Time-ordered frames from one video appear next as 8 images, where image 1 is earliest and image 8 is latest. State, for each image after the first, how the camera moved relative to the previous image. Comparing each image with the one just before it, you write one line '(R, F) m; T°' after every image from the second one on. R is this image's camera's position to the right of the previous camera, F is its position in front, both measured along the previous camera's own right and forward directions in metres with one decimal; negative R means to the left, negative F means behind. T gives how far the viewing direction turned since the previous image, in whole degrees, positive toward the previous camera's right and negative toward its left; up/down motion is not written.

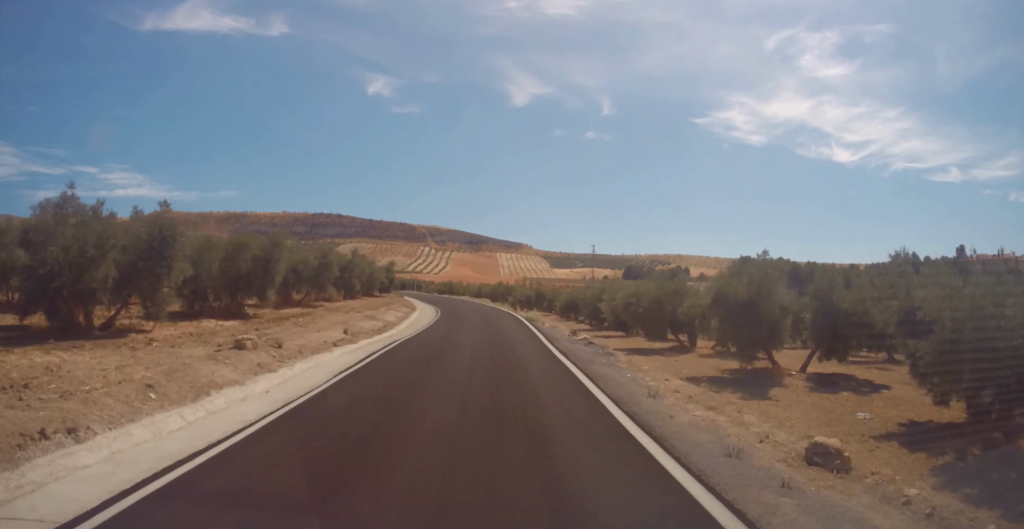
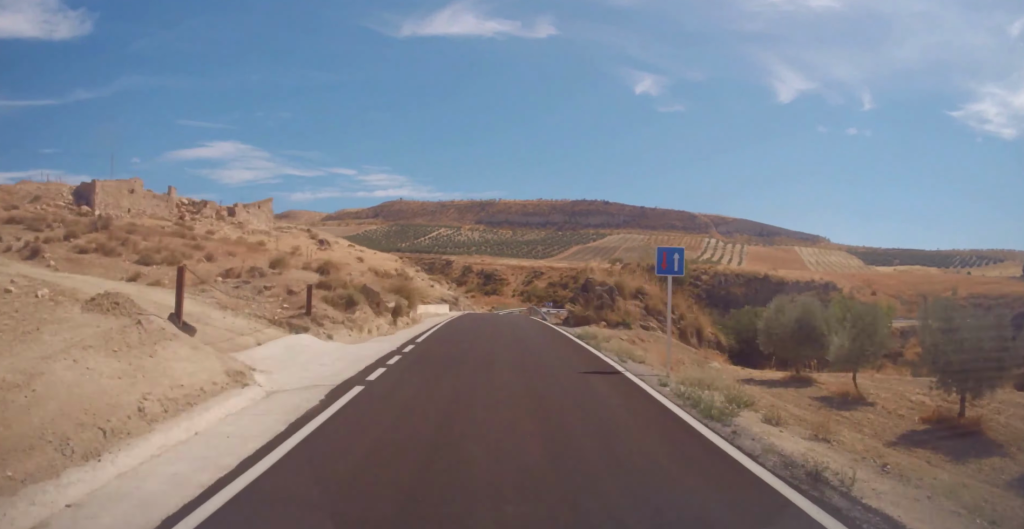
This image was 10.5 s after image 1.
(-17.4, +148.0) m; -1°
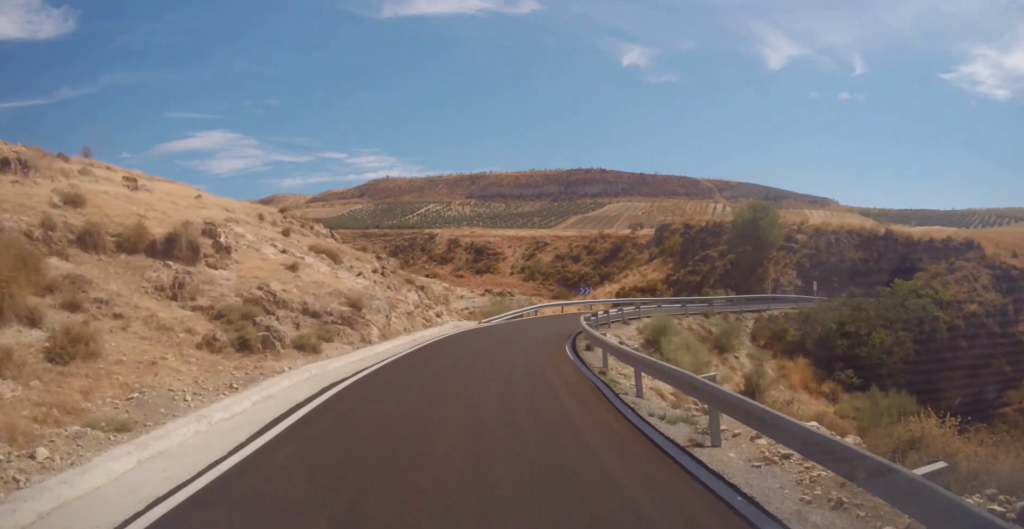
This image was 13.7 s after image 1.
(+2.0, +35.4) m; +24°
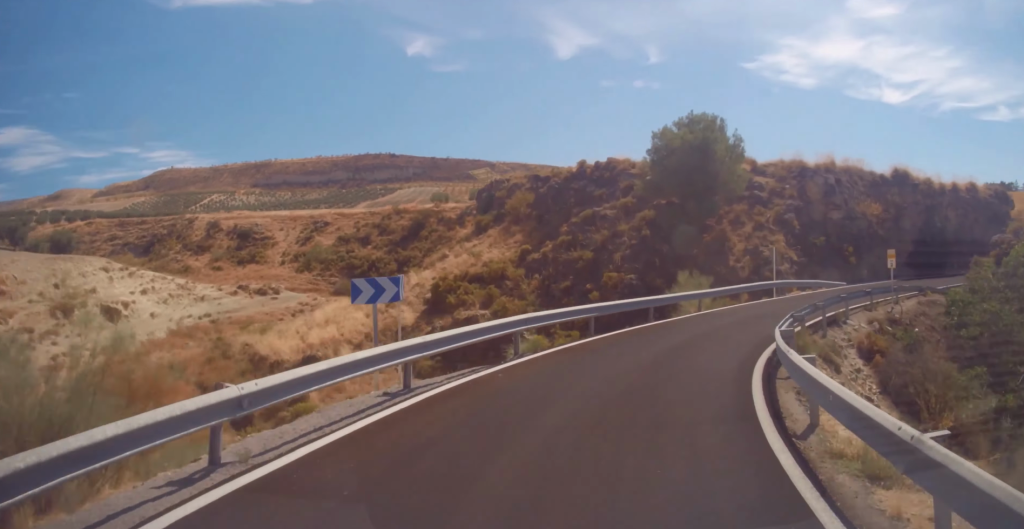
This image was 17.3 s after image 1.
(-9.1, +34.9) m; +27°
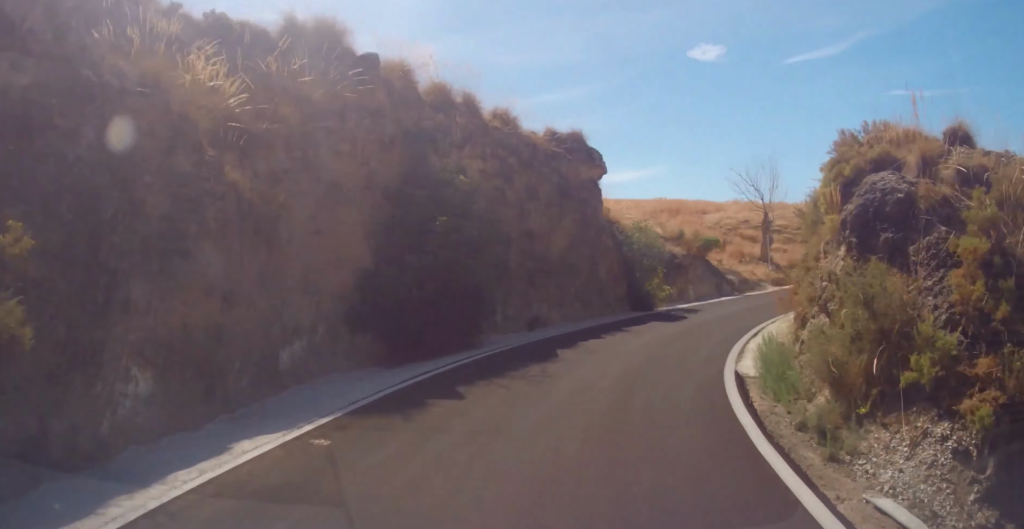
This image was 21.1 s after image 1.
(+29.8, +24.6) m; +27°
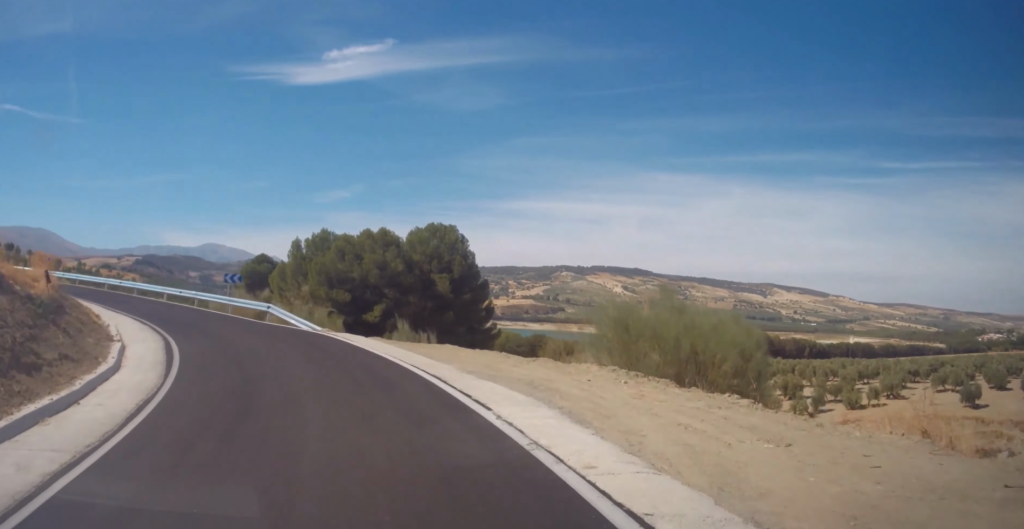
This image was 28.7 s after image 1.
(+22.5, +68.9) m; -14°
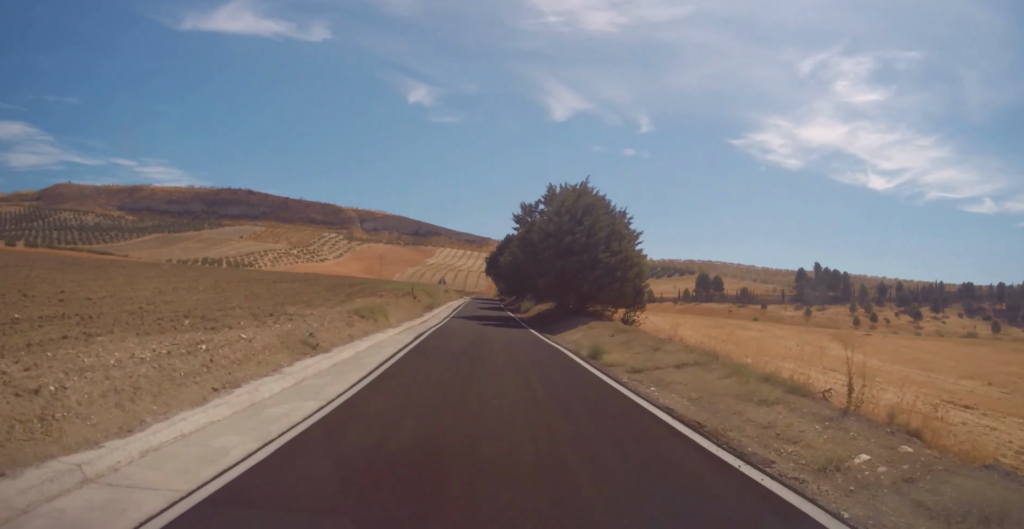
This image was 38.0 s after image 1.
(-52.6, +76.3) m; -54°
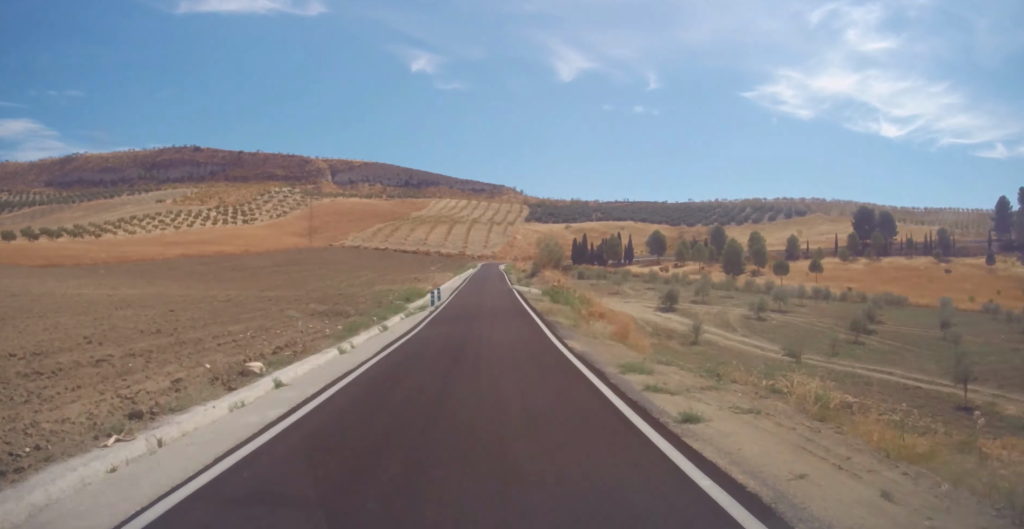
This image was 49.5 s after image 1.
(-18.5, +160.1) m; -4°
